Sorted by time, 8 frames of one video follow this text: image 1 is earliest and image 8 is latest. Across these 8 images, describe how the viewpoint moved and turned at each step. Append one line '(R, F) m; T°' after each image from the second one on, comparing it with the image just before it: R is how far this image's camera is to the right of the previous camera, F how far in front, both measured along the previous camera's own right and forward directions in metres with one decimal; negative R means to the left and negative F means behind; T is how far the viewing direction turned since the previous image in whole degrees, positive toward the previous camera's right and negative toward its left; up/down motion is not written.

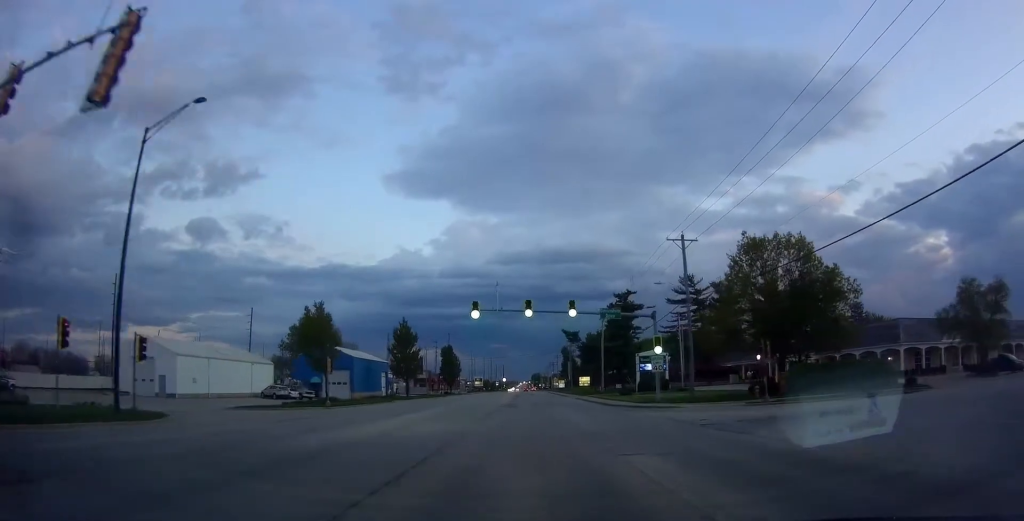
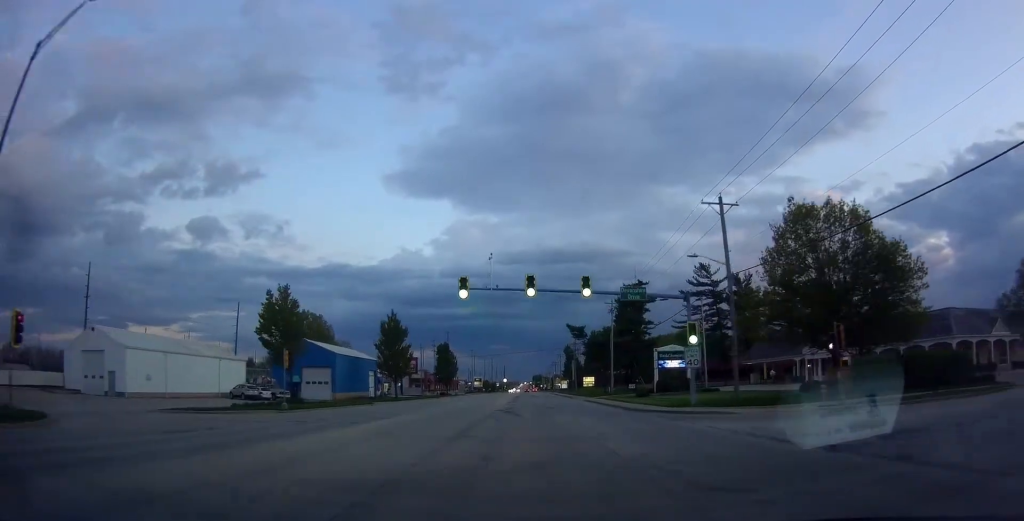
(+0.2, +9.2) m; 0°
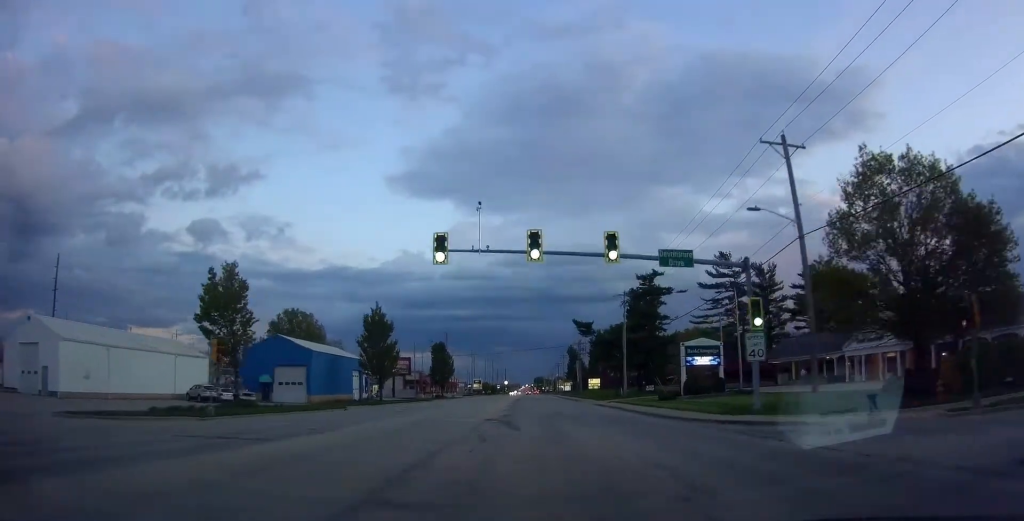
(-0.1, +9.8) m; 0°
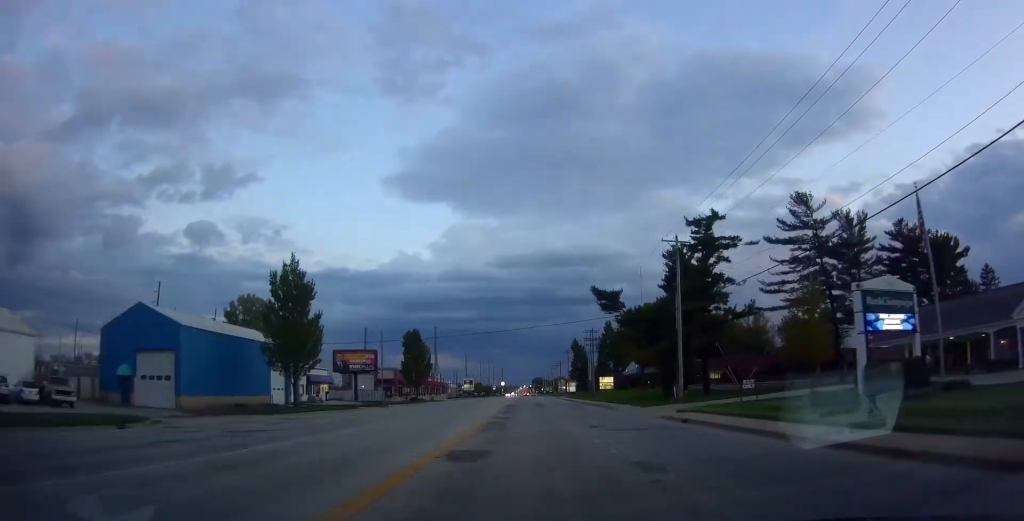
(+0.1, +28.0) m; 0°
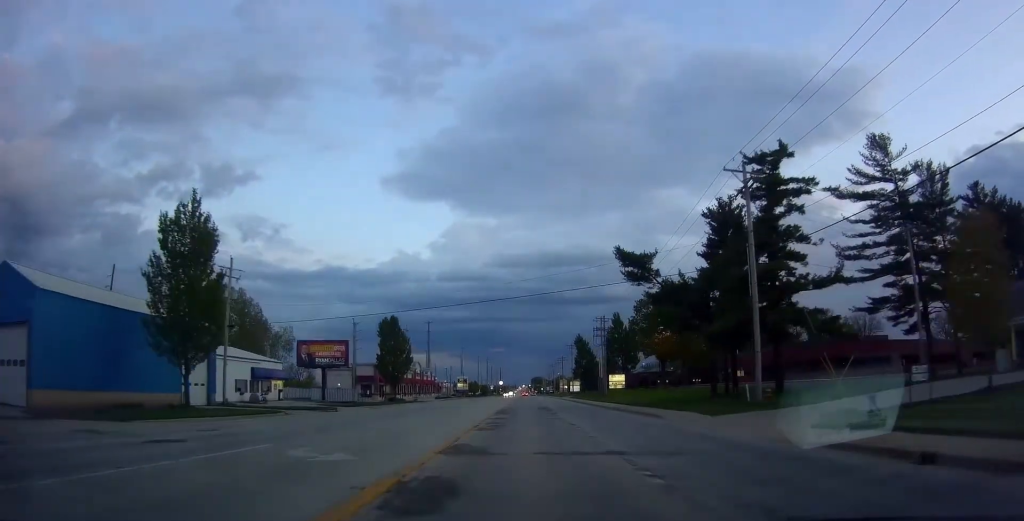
(-0.2, +16.2) m; 0°
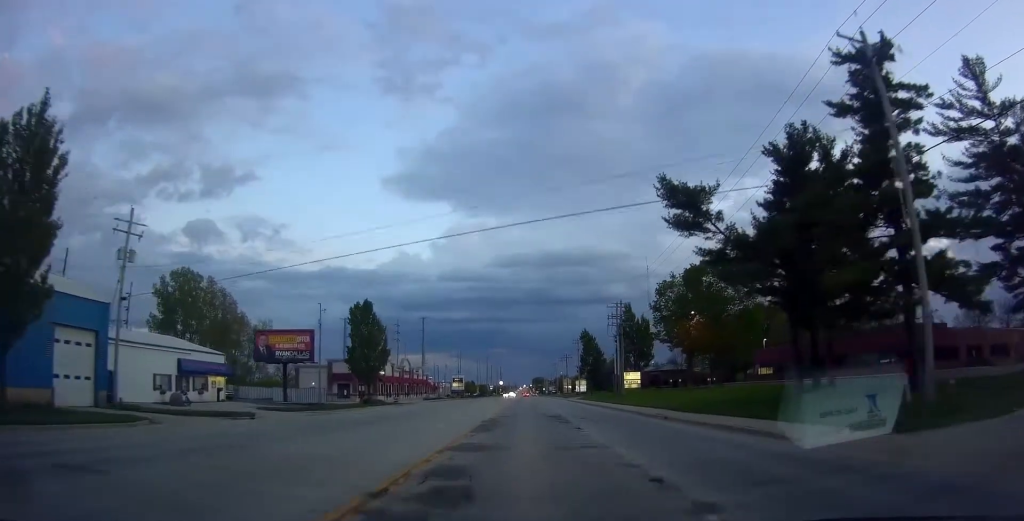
(+0.1, +14.3) m; +1°
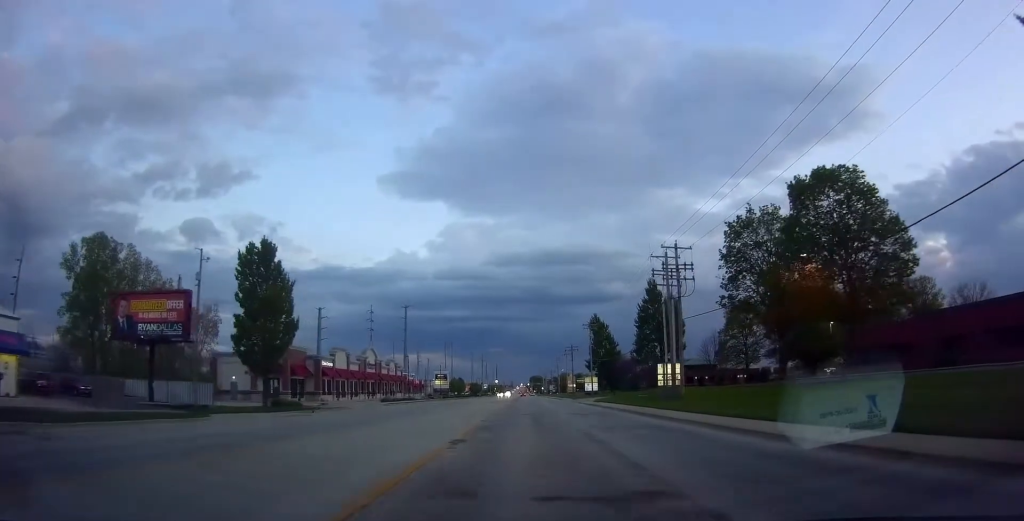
(+0.3, +27.3) m; +2°
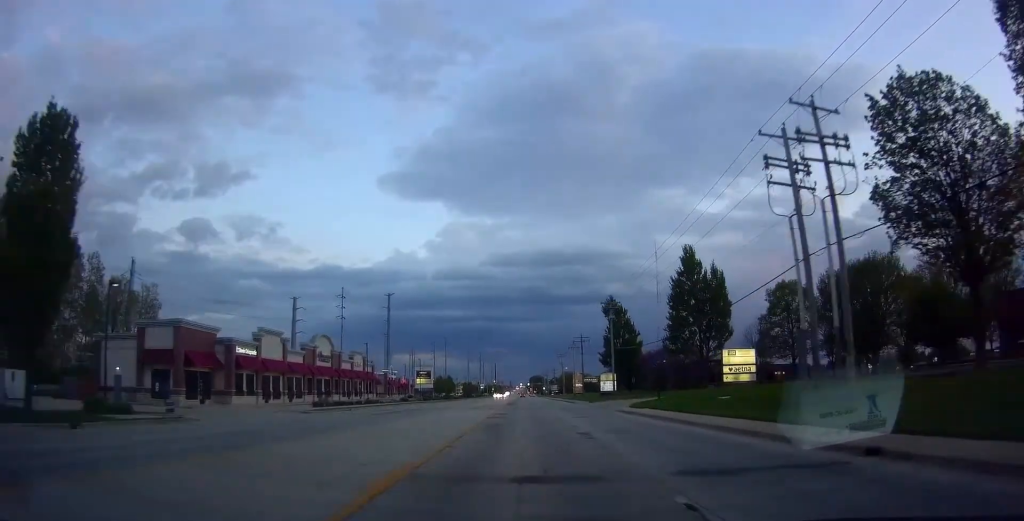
(+0.3, +24.1) m; -2°
